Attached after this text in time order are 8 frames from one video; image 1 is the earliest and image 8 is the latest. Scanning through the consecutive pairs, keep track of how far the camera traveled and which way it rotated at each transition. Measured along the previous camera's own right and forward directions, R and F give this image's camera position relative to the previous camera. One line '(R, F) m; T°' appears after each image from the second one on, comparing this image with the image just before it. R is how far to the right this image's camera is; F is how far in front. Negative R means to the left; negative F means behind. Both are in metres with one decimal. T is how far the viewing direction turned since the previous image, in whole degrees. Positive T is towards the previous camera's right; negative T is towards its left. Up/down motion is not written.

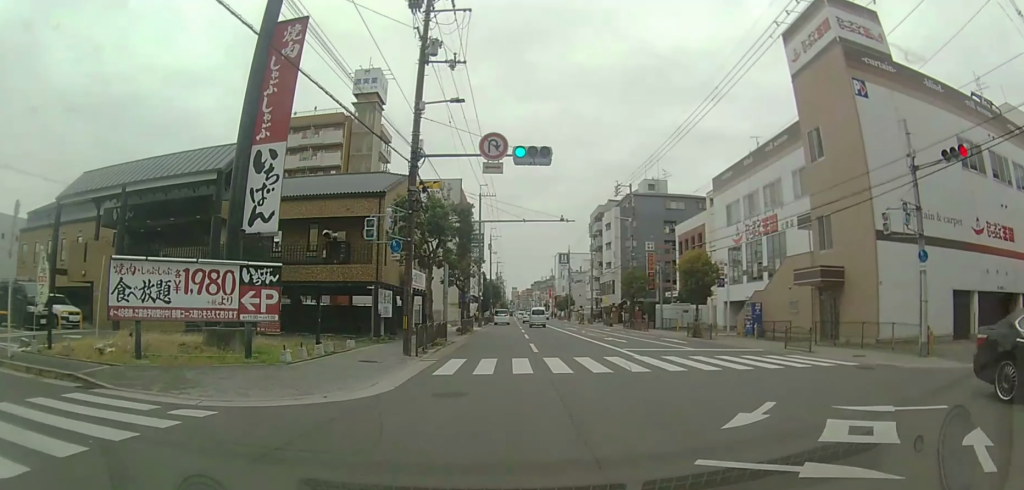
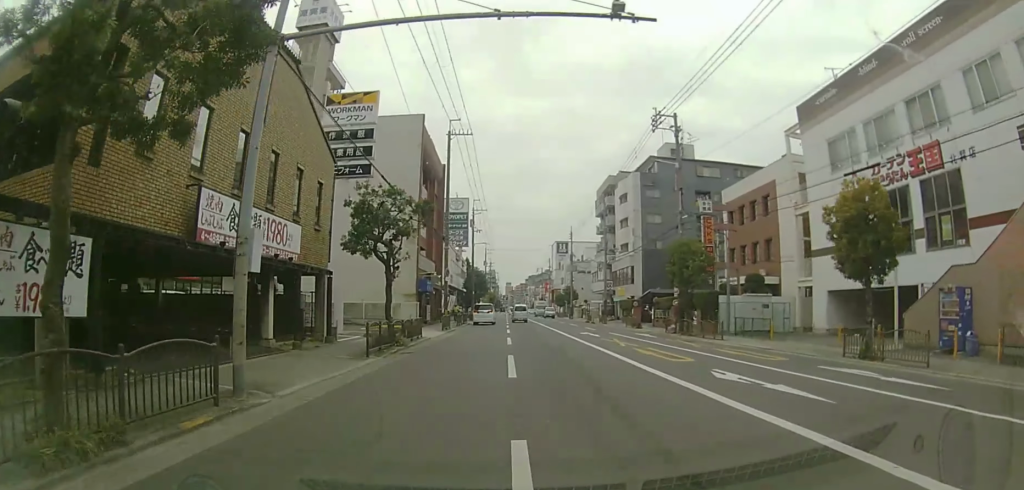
(0.0, +18.6) m; 0°
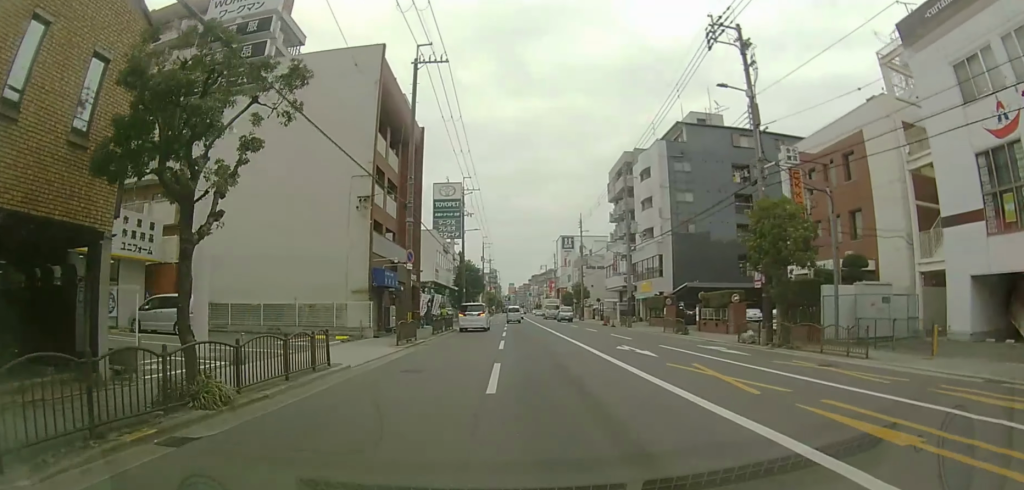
(0.0, +12.0) m; 0°
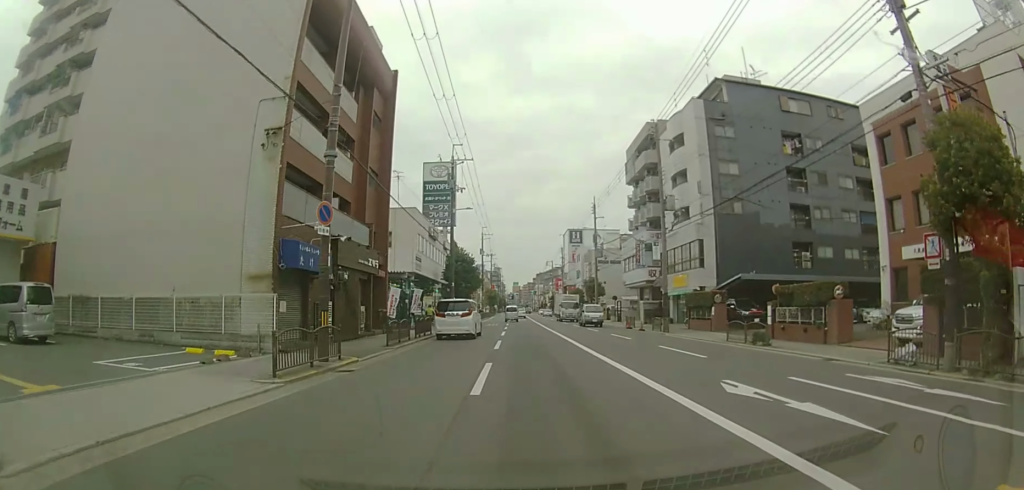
(0.0, +10.5) m; 0°
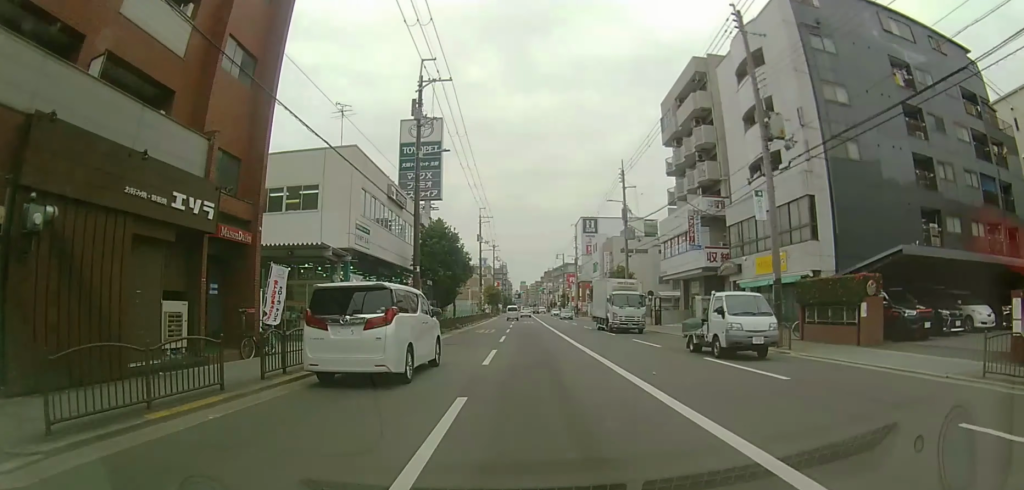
(0.0, +16.0) m; 0°
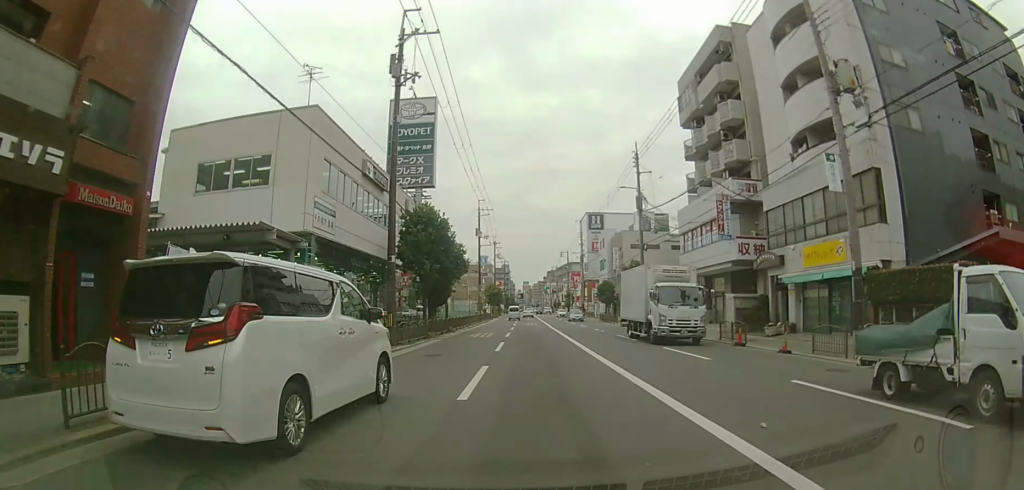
(0.0, +5.2) m; 0°
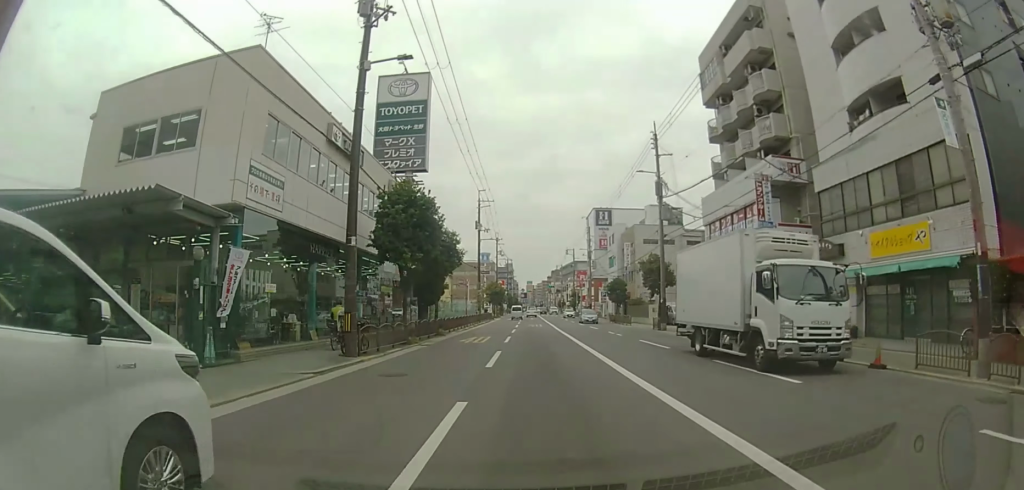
(0.0, +5.1) m; 0°
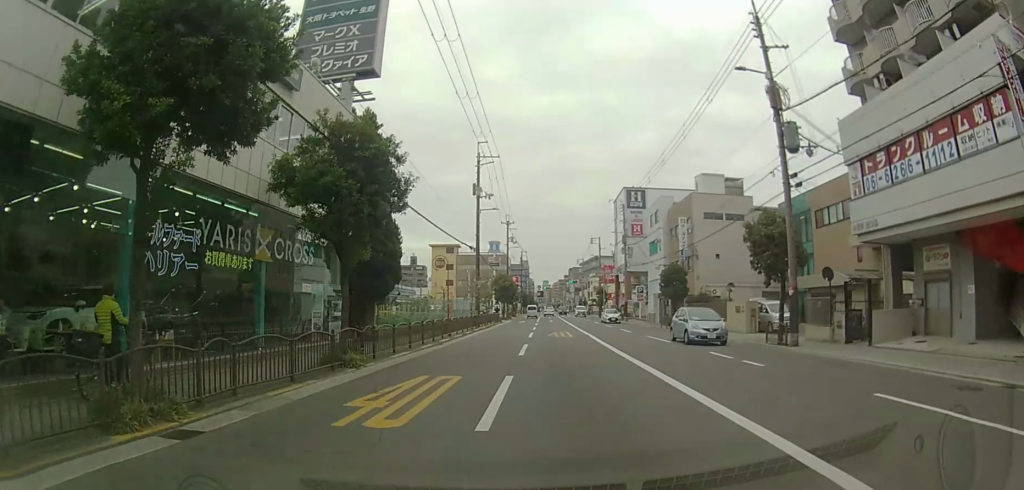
(-0.3, +16.7) m; -2°
